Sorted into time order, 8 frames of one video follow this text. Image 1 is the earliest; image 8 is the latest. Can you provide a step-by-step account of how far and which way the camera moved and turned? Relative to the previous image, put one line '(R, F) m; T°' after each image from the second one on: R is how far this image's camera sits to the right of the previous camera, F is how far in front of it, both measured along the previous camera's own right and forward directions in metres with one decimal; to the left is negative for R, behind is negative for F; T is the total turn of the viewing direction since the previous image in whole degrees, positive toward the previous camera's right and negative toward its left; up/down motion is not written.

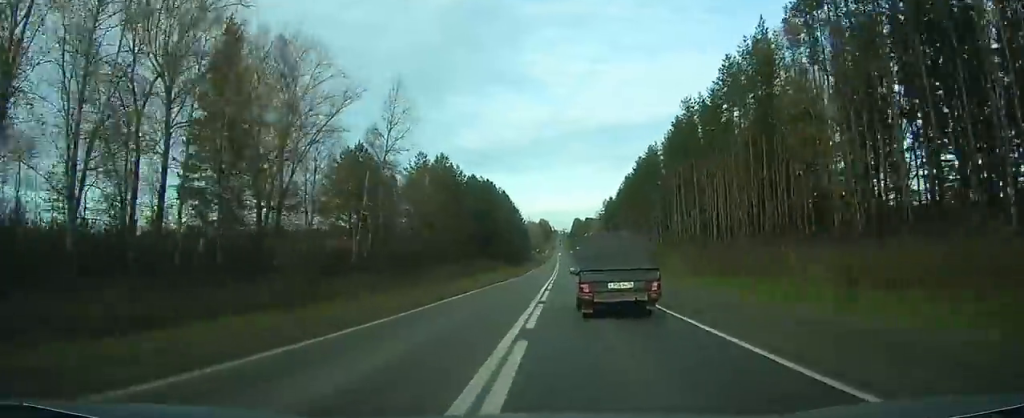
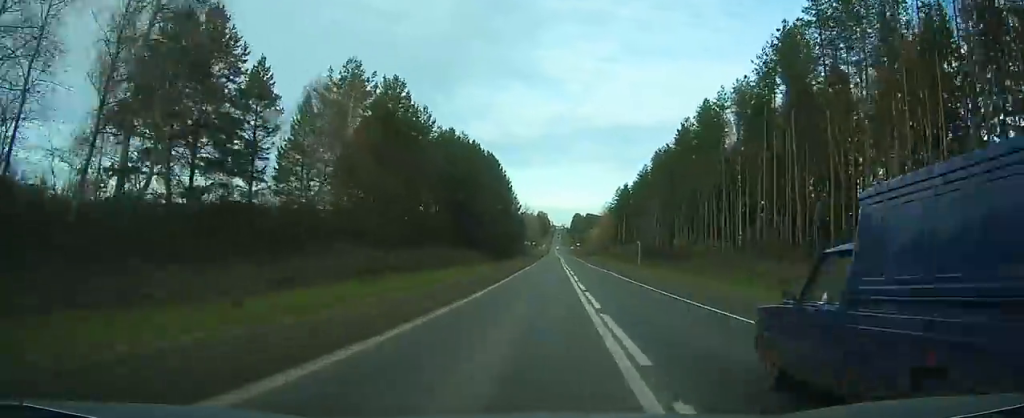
(-0.2, +41.4) m; 0°
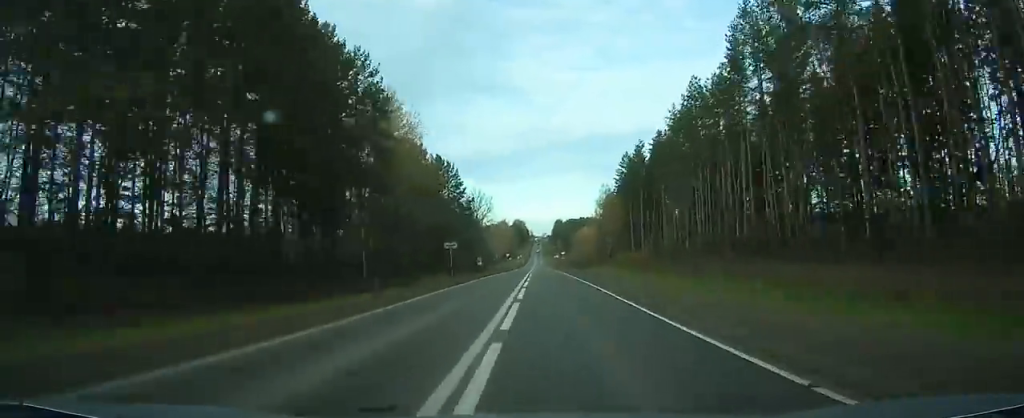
(+0.7, +79.6) m; +1°
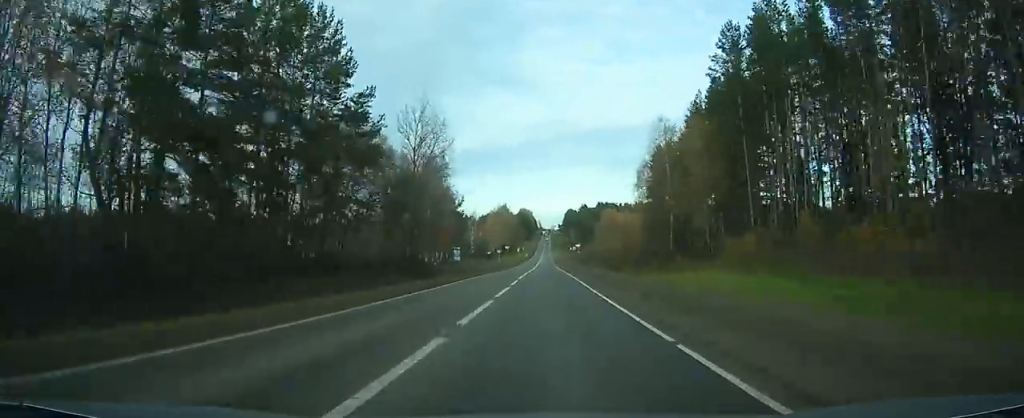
(+0.6, +72.5) m; 0°
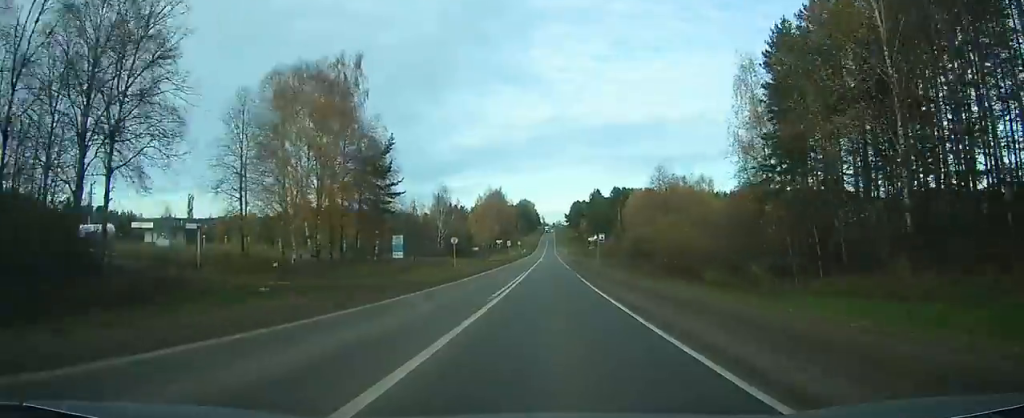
(-0.3, +62.2) m; -1°
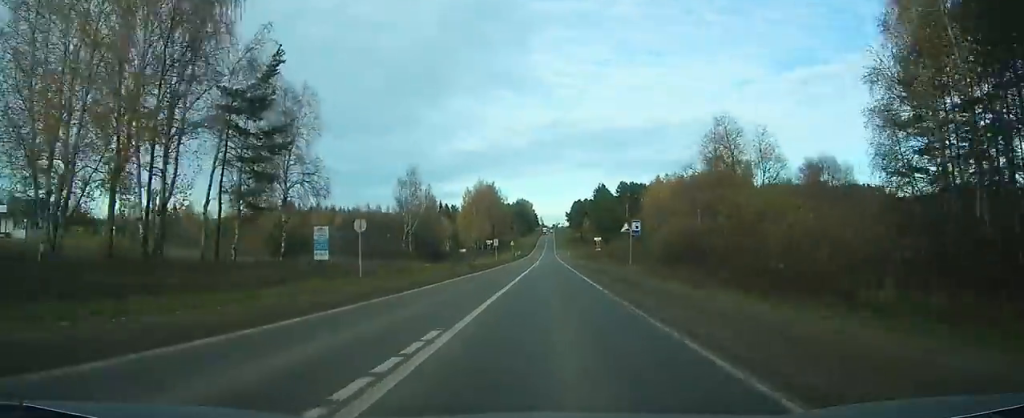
(0.0, +30.3) m; 0°
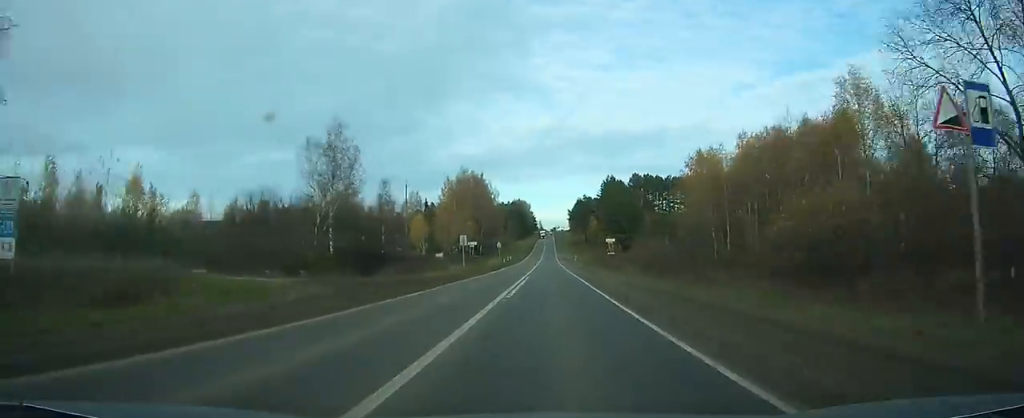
(-0.3, +38.0) m; 0°
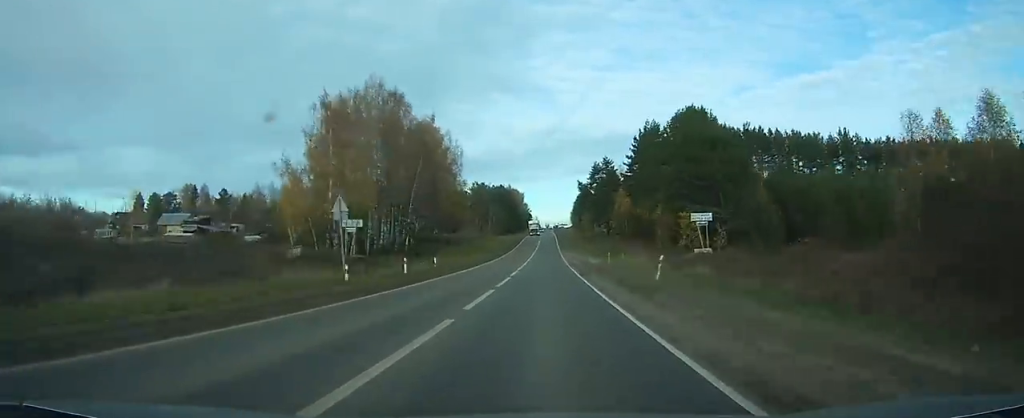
(-0.2, +84.1) m; 0°
